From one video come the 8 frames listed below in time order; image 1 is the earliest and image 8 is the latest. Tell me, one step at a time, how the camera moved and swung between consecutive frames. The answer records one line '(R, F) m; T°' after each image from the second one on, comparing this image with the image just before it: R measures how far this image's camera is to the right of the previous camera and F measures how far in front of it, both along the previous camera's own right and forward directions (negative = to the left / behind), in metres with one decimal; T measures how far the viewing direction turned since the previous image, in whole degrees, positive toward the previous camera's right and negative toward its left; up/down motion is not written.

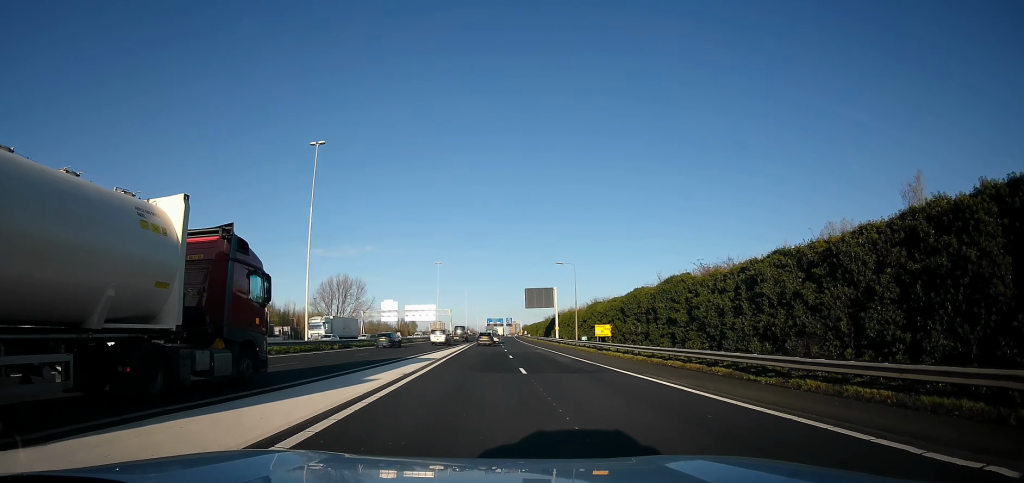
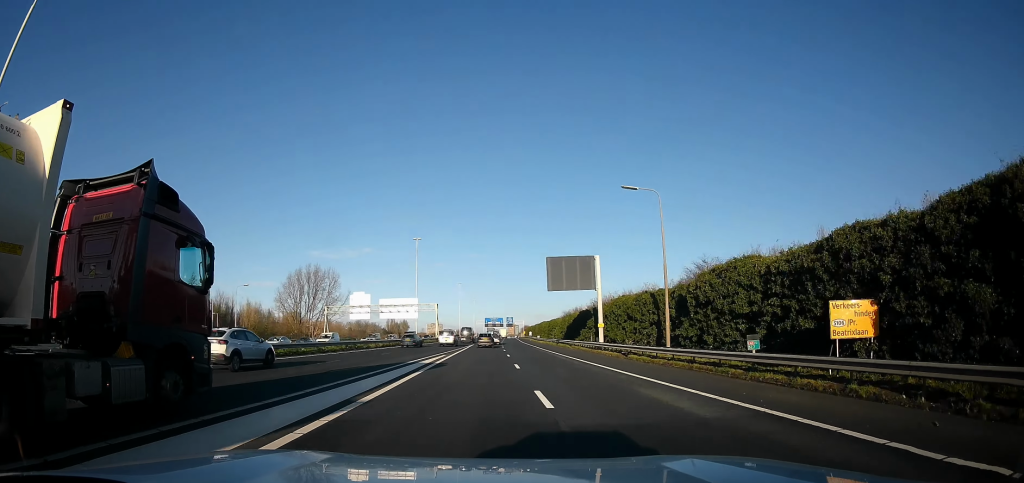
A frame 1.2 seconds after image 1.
(-0.6, +32.8) m; 0°
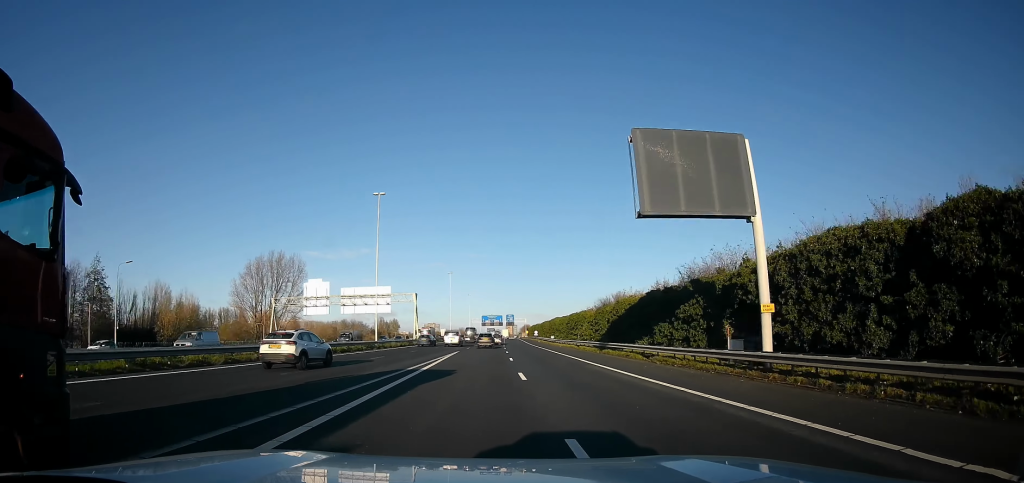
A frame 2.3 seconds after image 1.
(+0.7, +29.3) m; 0°
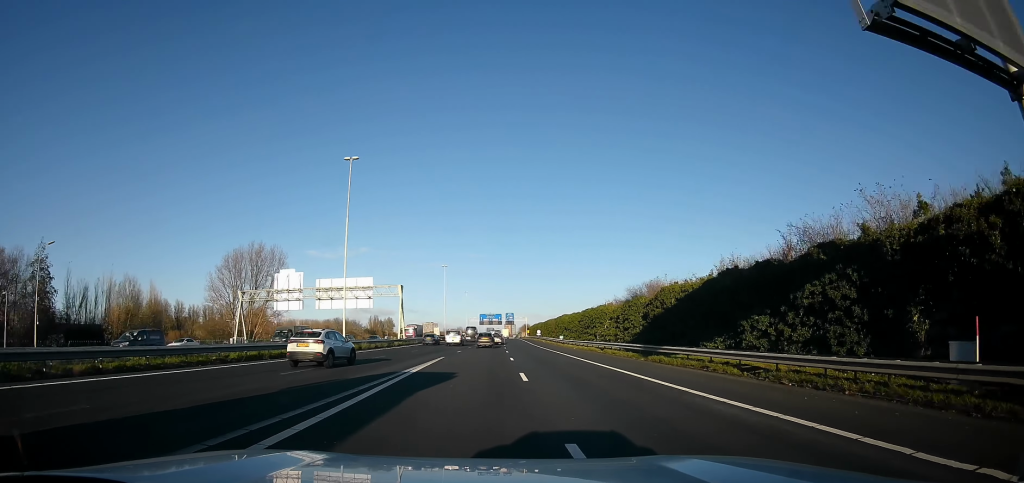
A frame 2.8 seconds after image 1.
(+0.1, +12.4) m; 0°
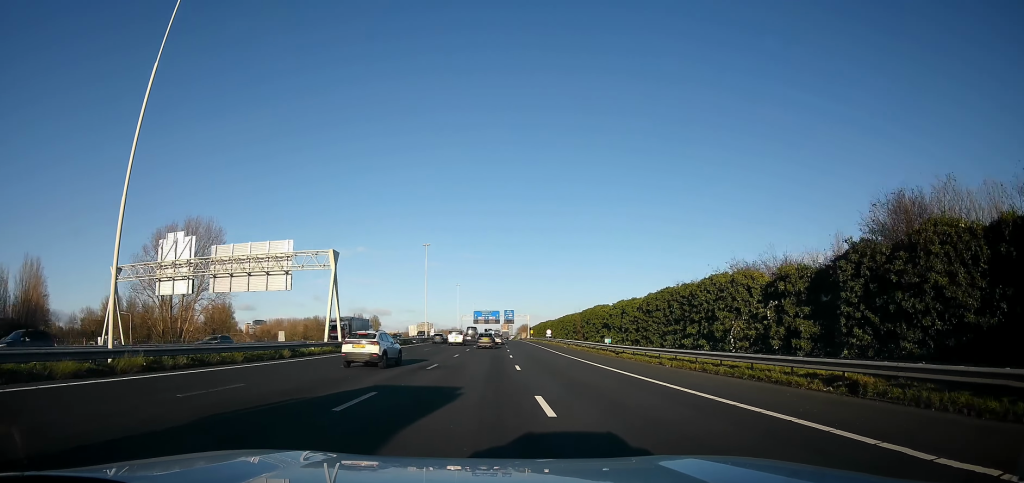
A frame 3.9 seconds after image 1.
(-0.9, +29.3) m; -1°
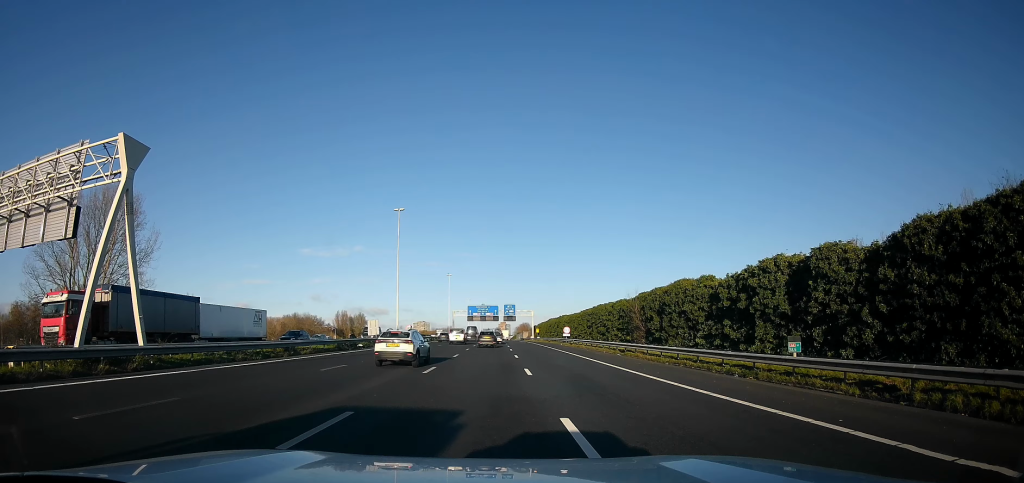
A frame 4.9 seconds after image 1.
(+0.5, +26.5) m; +3°
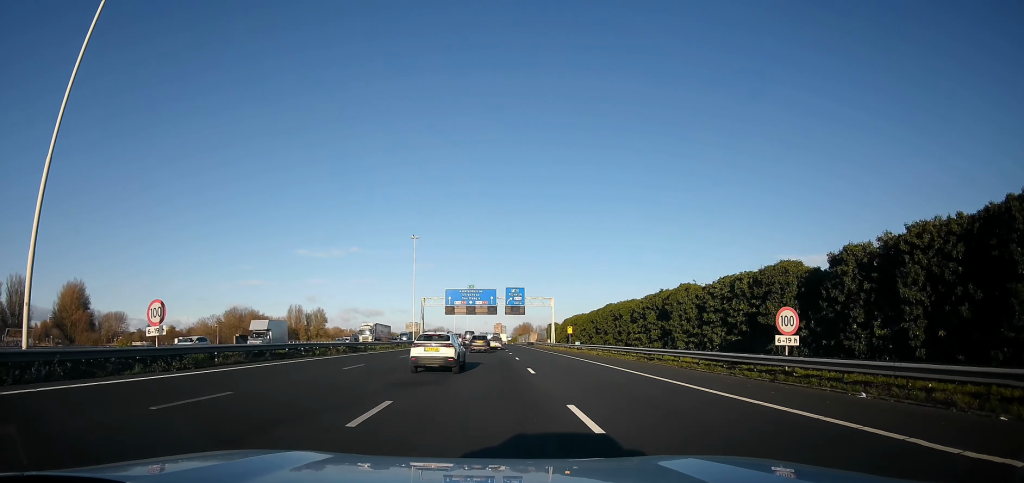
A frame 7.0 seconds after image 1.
(+1.5, +56.6) m; +1°
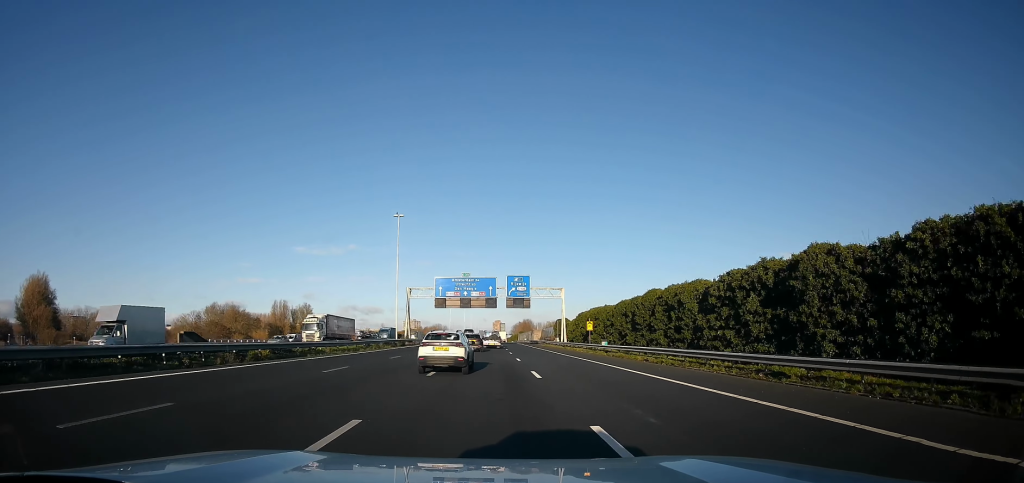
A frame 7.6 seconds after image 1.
(-0.2, +14.2) m; 0°
